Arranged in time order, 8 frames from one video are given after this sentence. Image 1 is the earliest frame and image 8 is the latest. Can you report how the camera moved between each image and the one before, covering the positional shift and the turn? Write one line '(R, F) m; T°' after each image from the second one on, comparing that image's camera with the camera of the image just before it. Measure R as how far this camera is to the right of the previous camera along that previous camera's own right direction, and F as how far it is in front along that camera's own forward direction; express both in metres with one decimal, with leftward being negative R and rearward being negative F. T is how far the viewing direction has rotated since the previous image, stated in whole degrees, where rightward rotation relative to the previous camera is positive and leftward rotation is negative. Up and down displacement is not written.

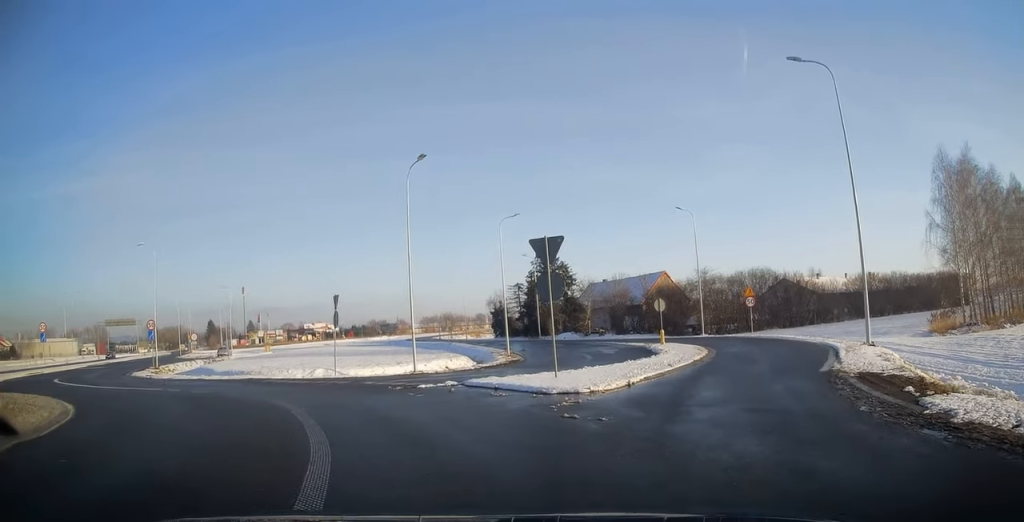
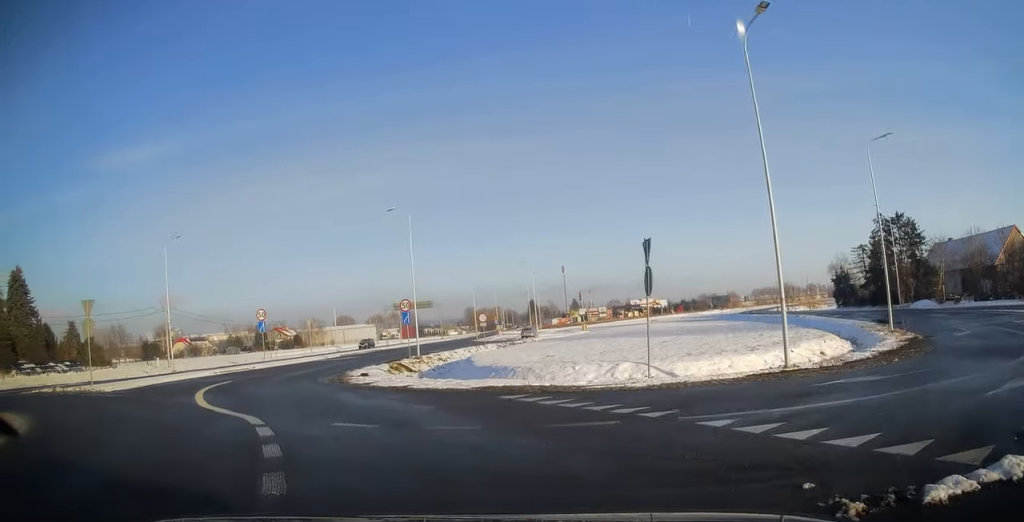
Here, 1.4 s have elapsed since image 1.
(-1.9, +11.7) m; -25°
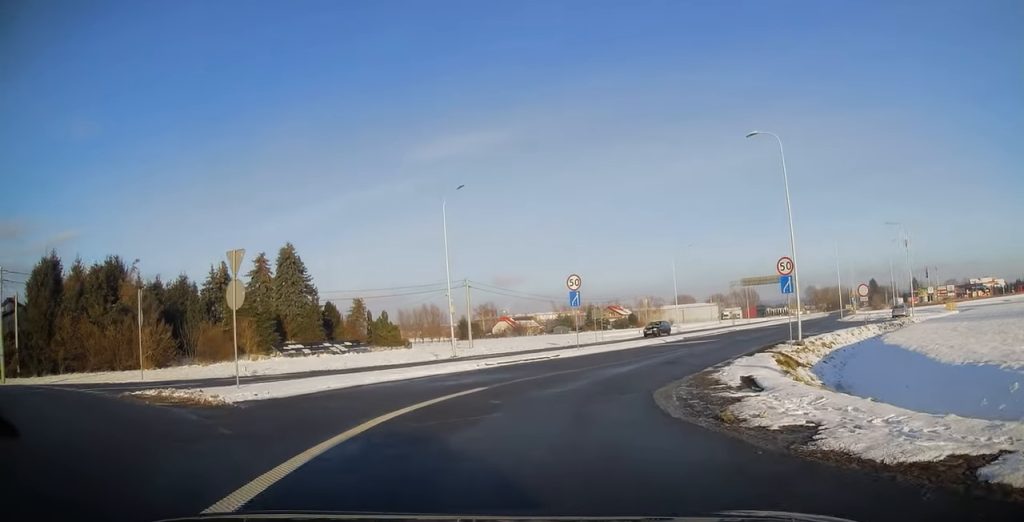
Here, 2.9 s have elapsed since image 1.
(-3.2, +11.4) m; -25°
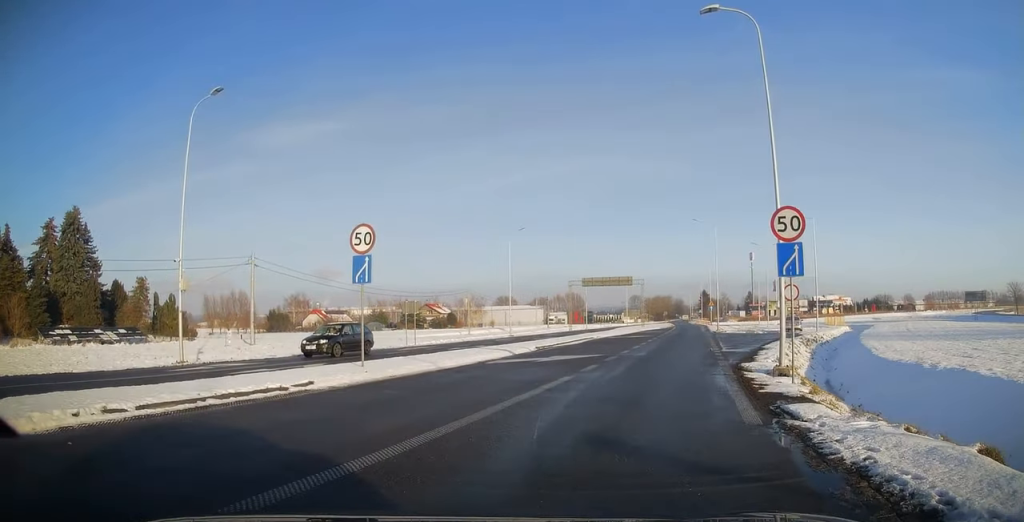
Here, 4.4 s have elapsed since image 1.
(+0.2, +13.8) m; +12°
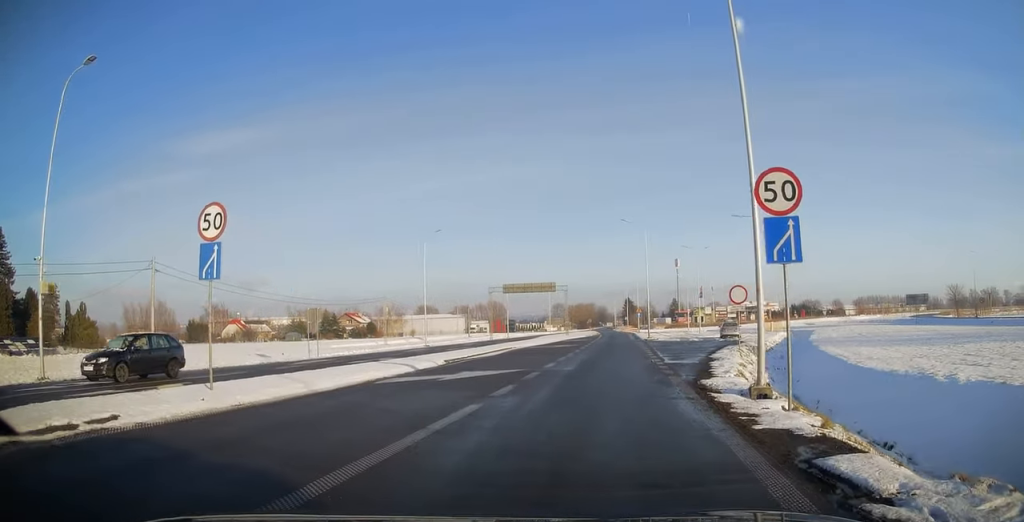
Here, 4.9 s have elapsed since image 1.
(+0.1, +3.9) m; +6°
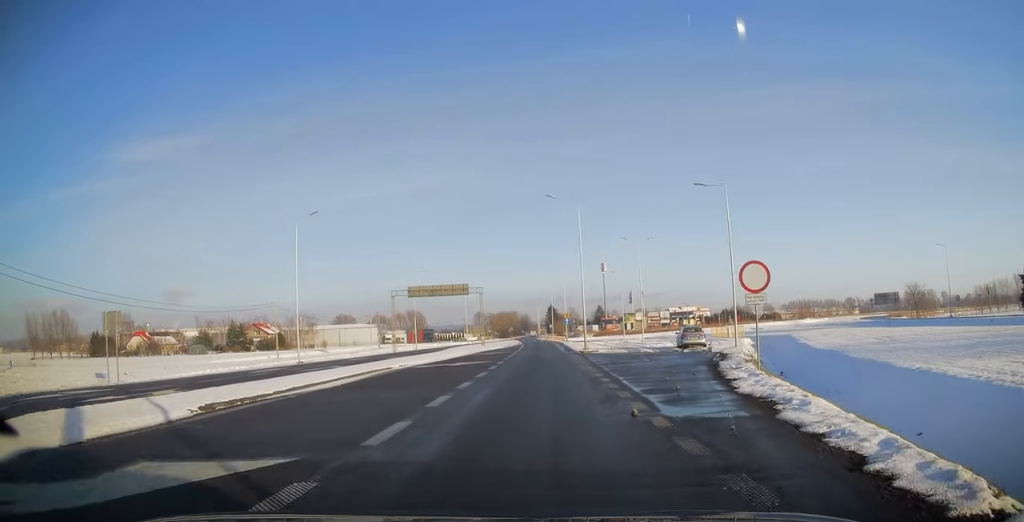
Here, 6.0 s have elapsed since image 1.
(+1.5, +12.1) m; +7°
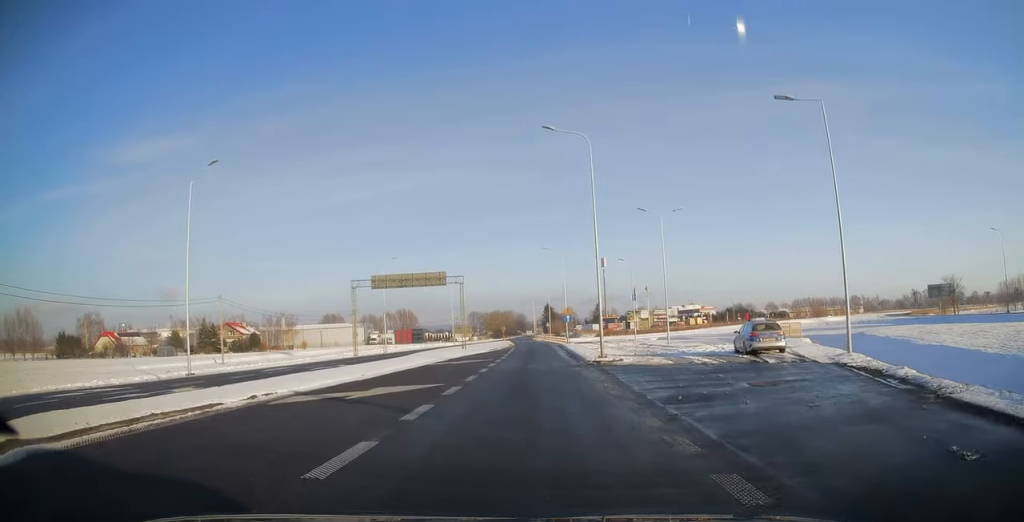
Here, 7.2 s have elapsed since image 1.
(0.0, +13.5) m; 0°
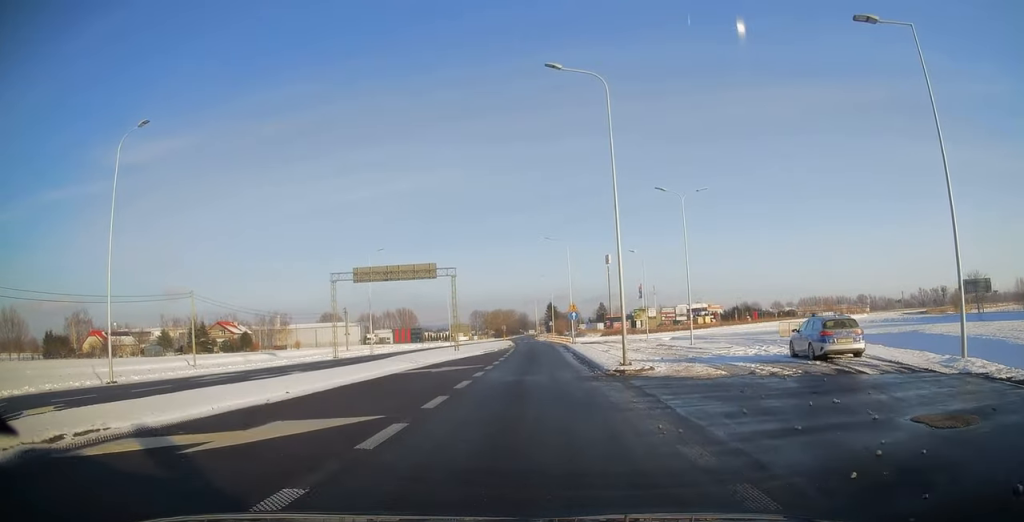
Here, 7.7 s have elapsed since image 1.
(0.0, +6.3) m; 0°
